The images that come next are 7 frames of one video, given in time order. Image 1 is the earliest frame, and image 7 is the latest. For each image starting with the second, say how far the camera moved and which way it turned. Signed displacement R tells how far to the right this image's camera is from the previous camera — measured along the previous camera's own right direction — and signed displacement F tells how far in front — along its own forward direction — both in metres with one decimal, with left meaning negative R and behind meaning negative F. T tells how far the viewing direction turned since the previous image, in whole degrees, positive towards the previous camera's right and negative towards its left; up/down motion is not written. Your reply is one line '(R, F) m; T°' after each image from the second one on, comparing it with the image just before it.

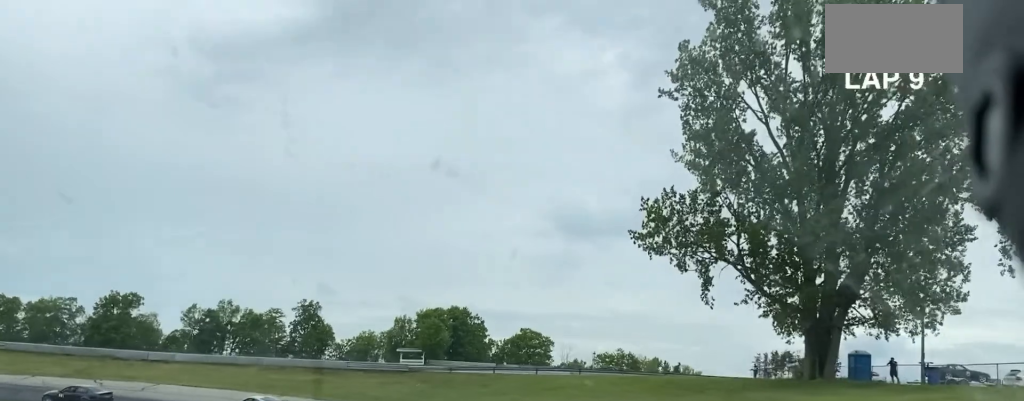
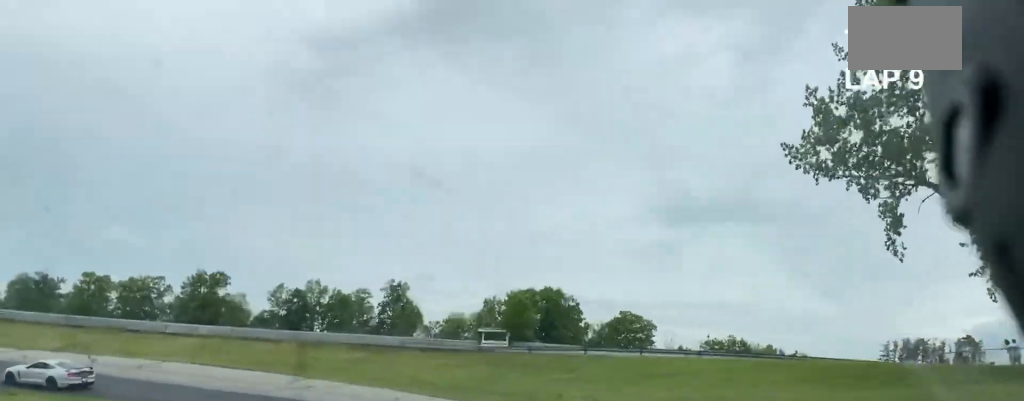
(-0.3, +15.1) m; -5°
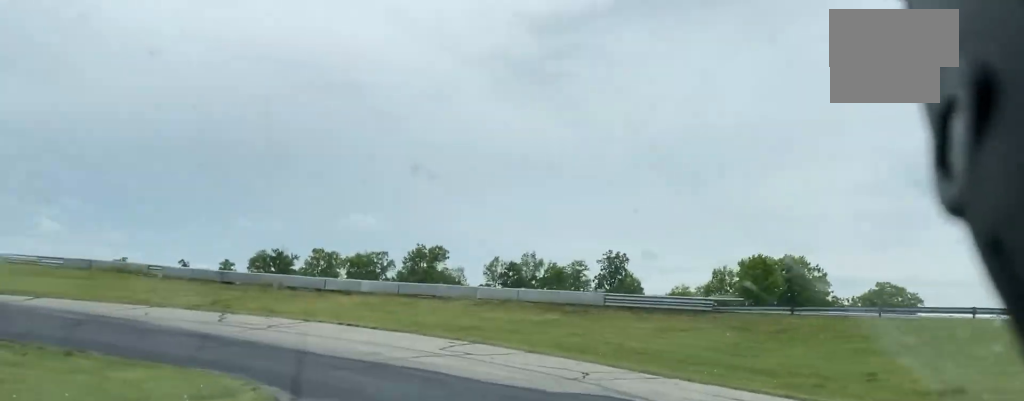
(-0.8, +15.1) m; -11°
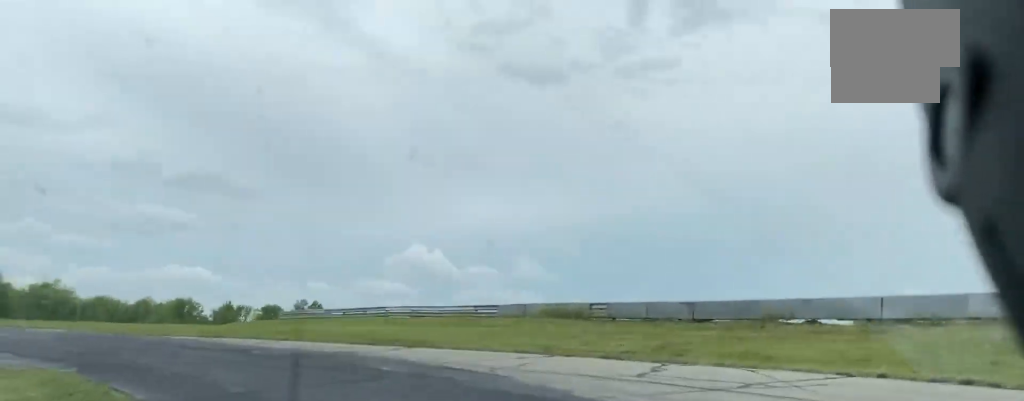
(-6.6, +24.9) m; -38°
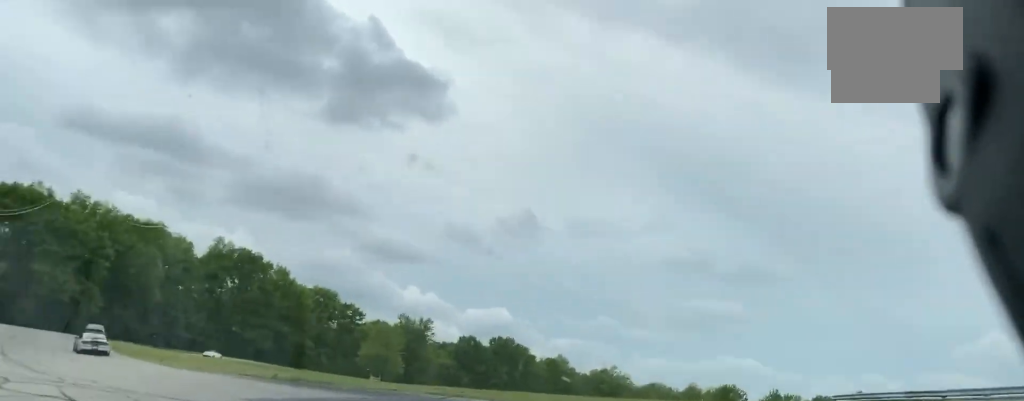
(-7.6, +20.7) m; -34°
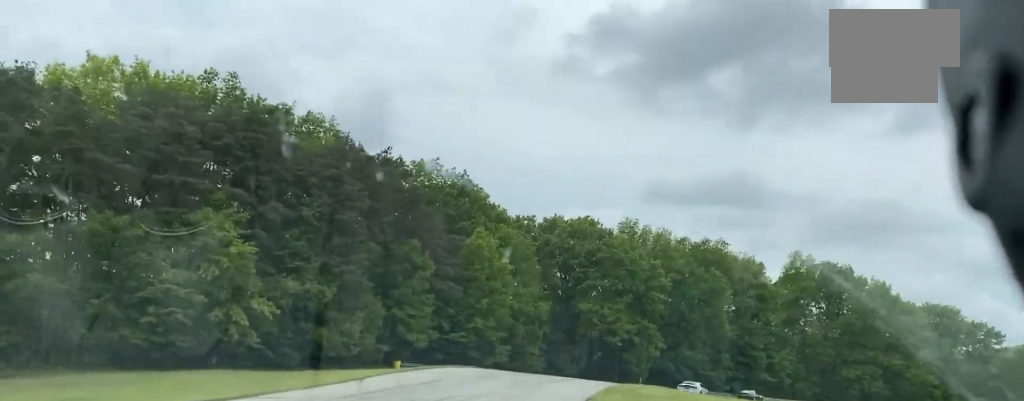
(-16.9, +46.3) m; -31°
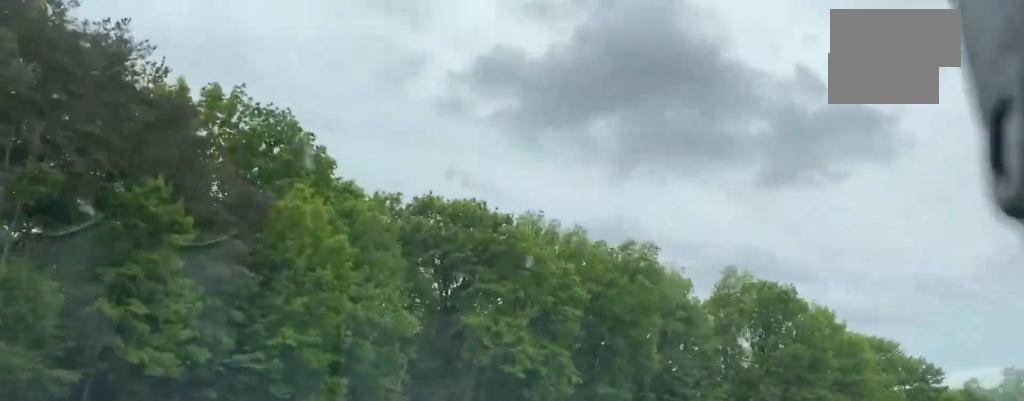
(-3.6, +34.3) m; -13°
